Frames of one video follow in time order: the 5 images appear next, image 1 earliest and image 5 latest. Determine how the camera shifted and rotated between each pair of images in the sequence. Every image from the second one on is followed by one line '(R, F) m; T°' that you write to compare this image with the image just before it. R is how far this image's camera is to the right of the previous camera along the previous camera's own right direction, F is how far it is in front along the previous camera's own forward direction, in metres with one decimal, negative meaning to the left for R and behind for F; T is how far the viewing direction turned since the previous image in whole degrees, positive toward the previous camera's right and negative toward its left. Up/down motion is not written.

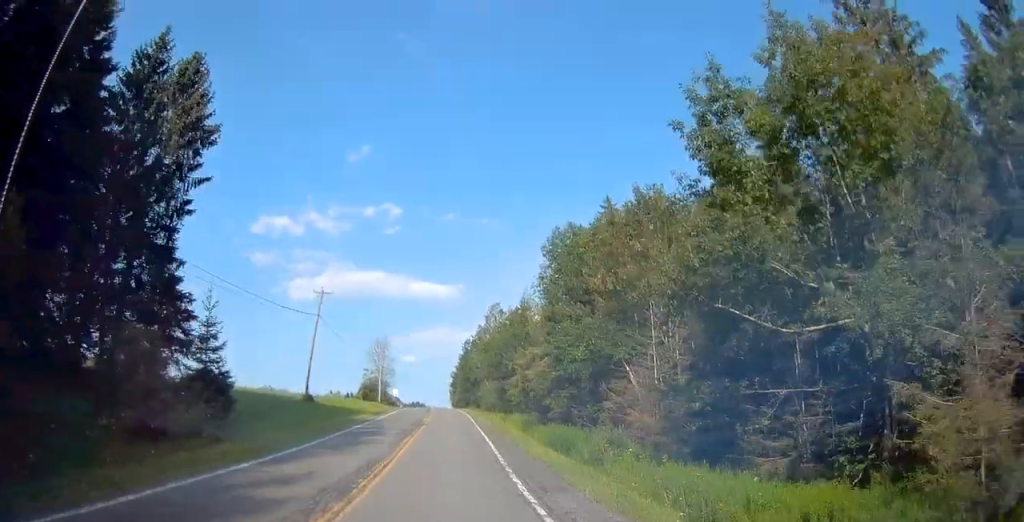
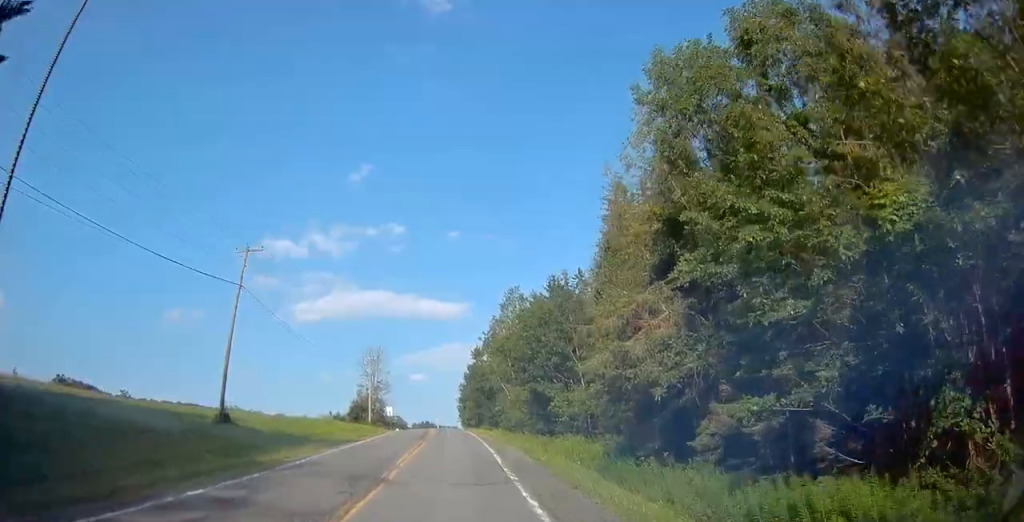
(-0.4, +22.7) m; -1°
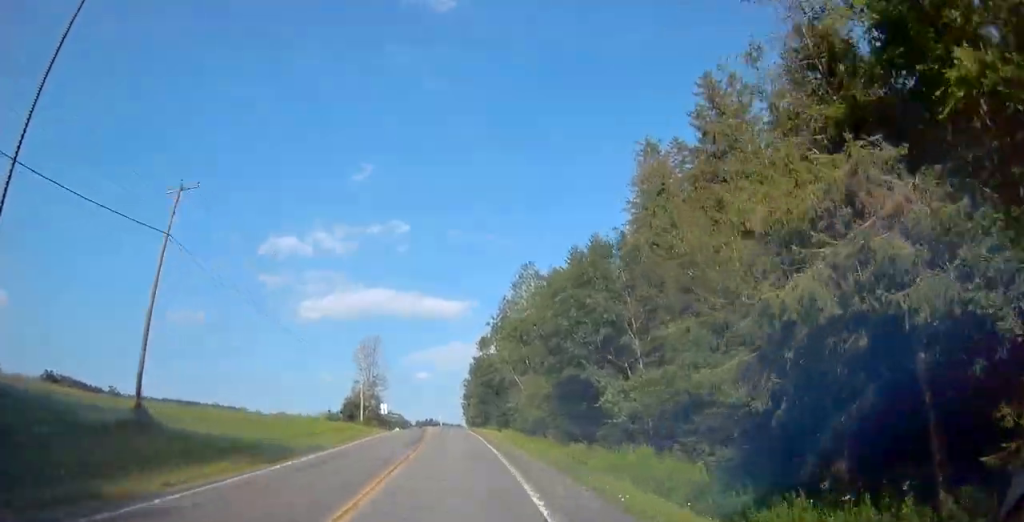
(0.0, +9.8) m; -1°
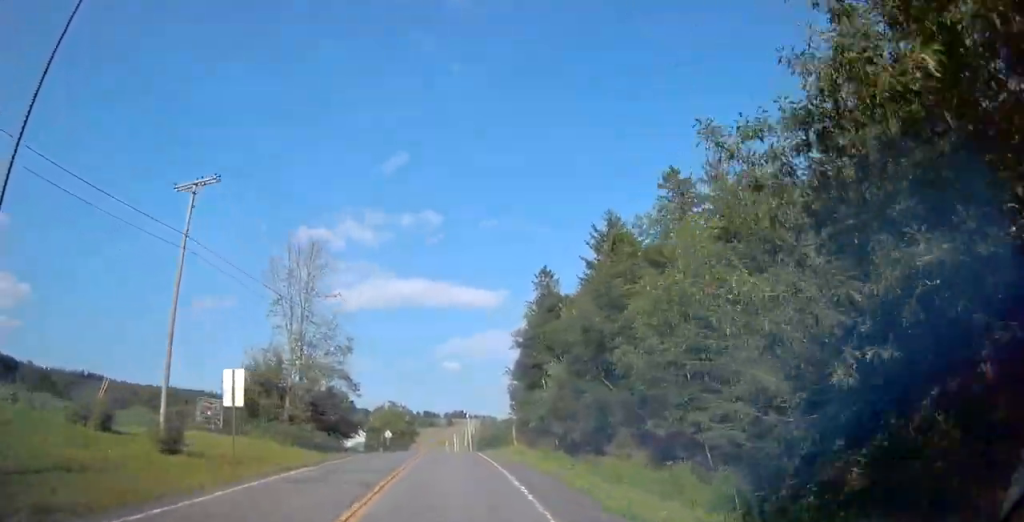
(-2.6, +60.1) m; -4°
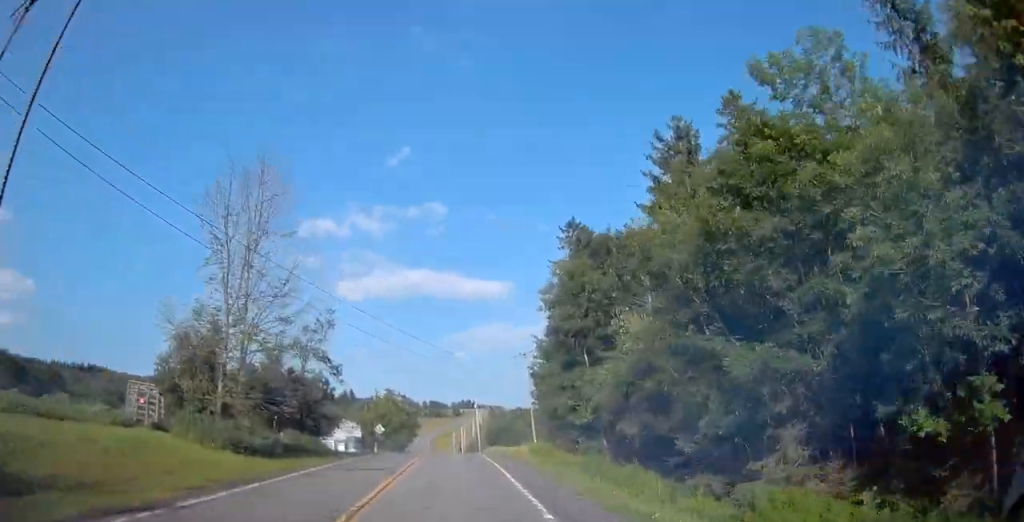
(-0.2, +14.3) m; -1°
